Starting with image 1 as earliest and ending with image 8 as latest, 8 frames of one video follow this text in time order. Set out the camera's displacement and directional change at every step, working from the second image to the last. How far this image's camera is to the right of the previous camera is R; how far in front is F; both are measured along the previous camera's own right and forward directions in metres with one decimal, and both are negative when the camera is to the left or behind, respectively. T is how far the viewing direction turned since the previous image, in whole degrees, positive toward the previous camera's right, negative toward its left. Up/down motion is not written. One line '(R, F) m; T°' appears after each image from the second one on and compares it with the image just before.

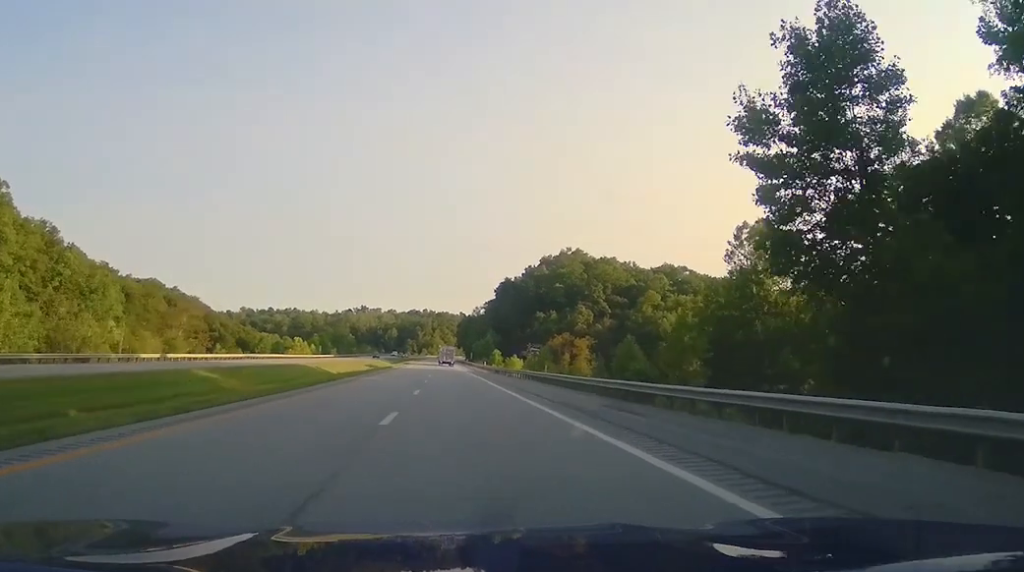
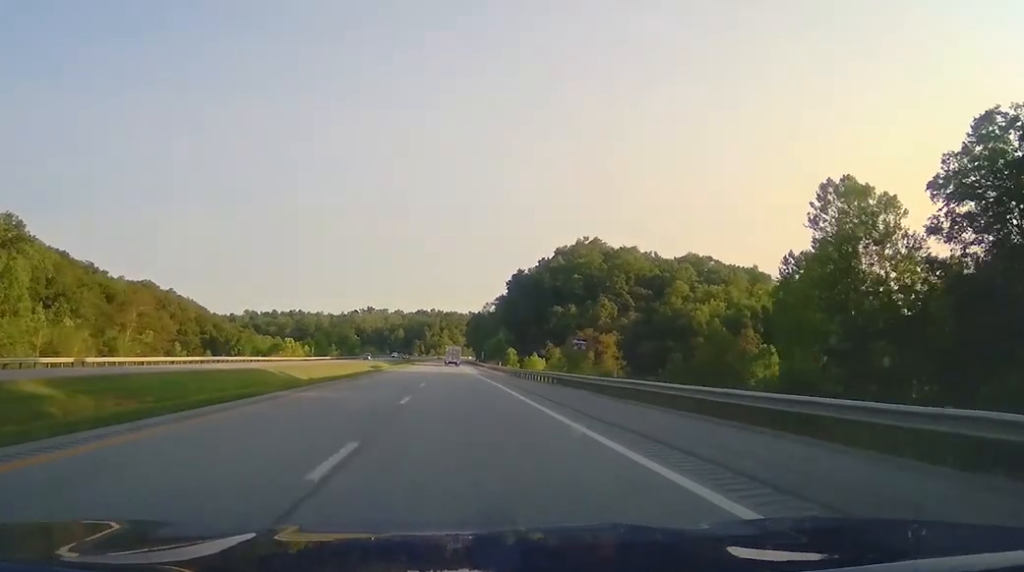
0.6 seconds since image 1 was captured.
(-0.5, +18.4) m; -1°
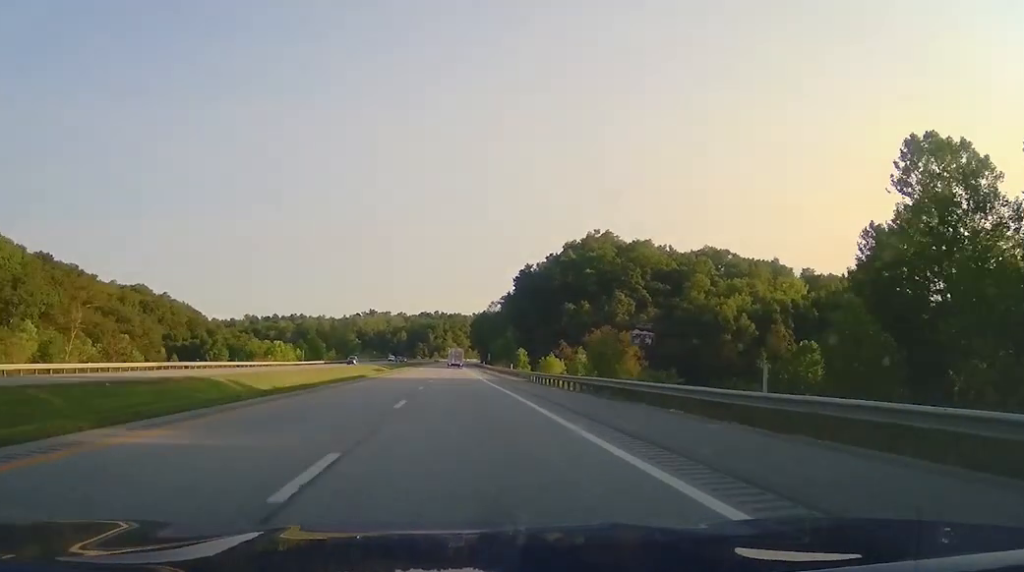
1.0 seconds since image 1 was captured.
(0.0, +13.3) m; 0°
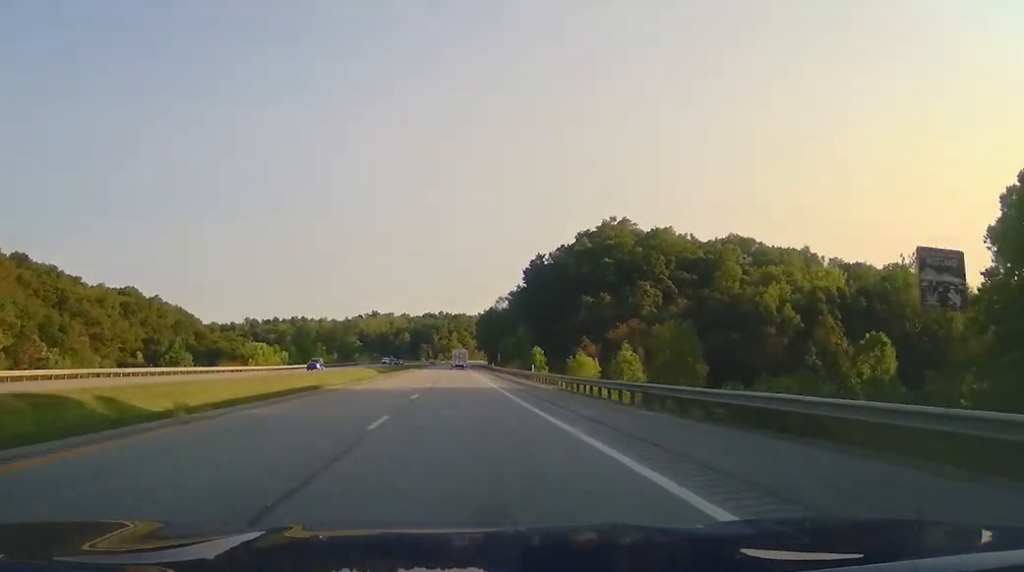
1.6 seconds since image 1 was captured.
(0.0, +17.3) m; 0°
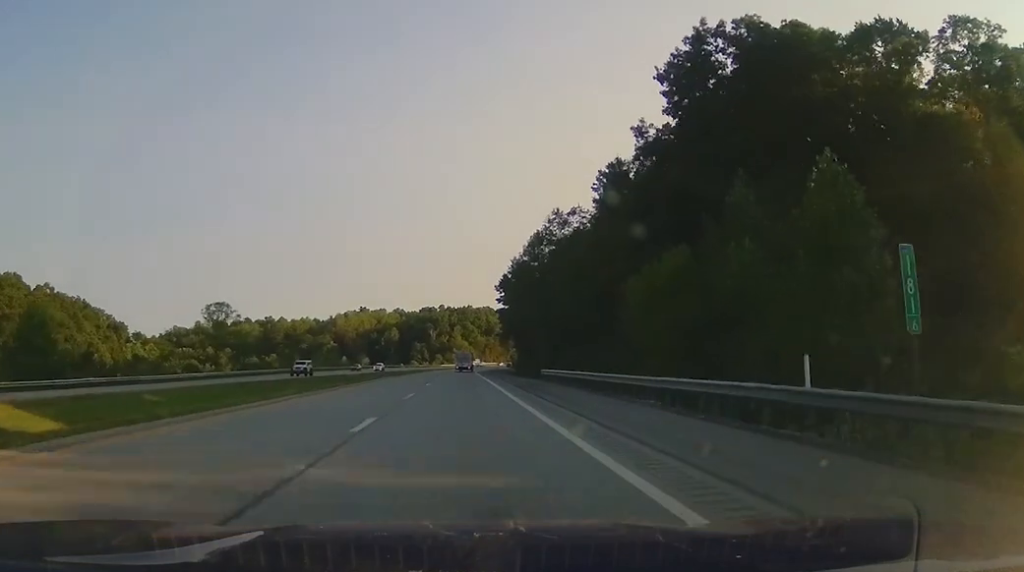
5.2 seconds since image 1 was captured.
(+2.0, +109.7) m; +2°
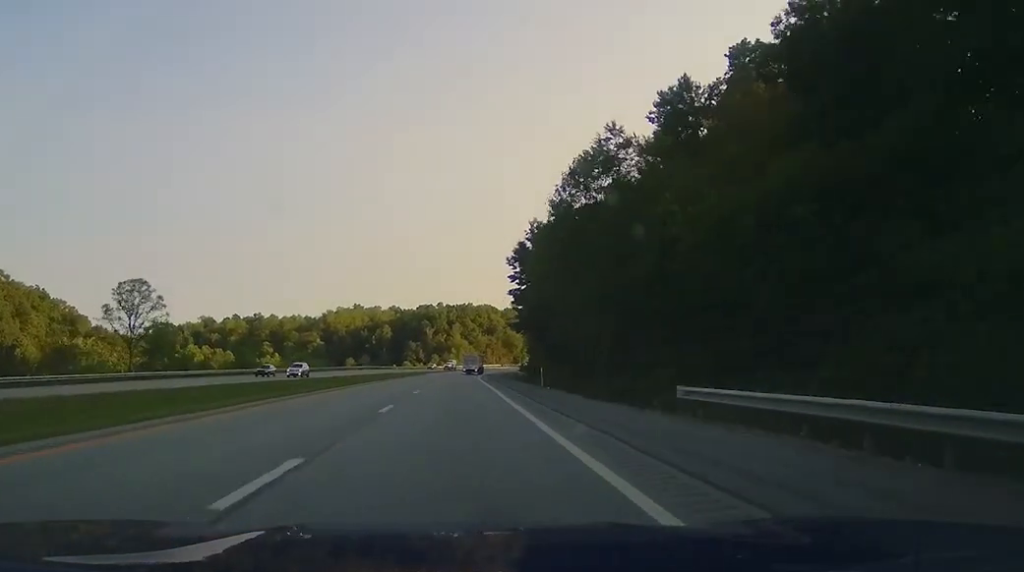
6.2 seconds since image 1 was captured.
(0.0, +31.0) m; -1°
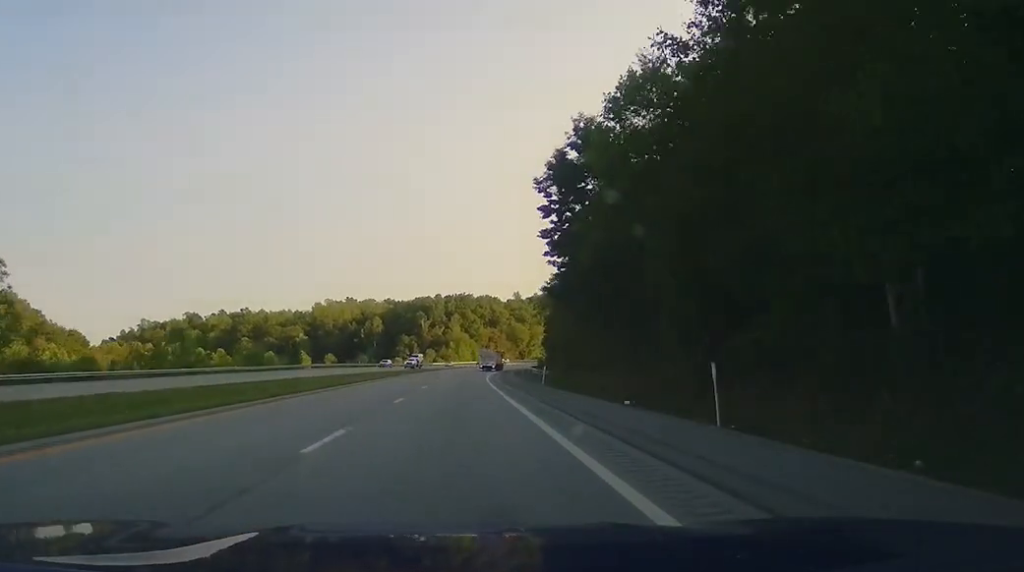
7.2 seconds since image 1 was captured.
(-0.5, +33.1) m; 0°
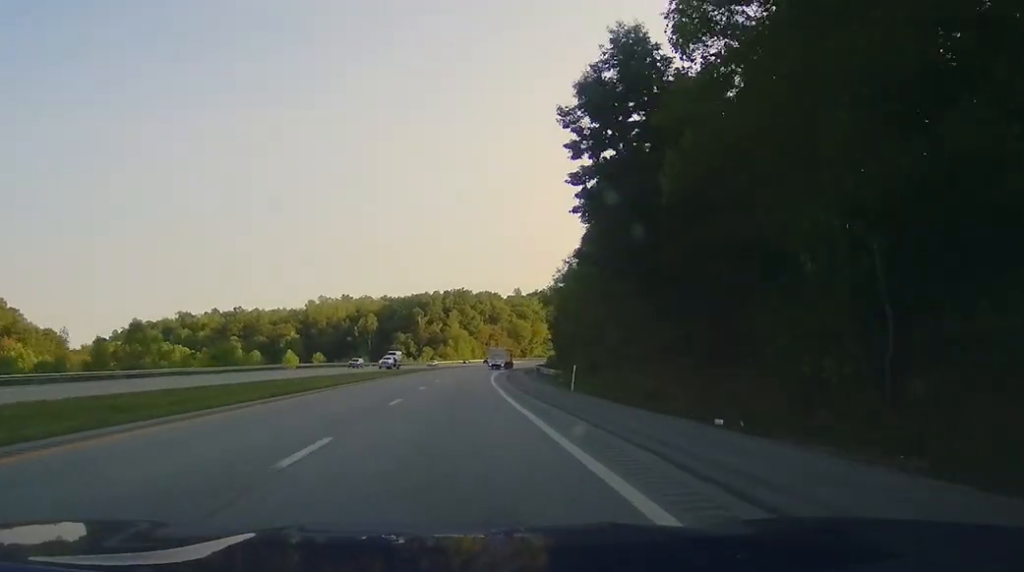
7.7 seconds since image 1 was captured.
(+0.1, +13.4) m; +1°
